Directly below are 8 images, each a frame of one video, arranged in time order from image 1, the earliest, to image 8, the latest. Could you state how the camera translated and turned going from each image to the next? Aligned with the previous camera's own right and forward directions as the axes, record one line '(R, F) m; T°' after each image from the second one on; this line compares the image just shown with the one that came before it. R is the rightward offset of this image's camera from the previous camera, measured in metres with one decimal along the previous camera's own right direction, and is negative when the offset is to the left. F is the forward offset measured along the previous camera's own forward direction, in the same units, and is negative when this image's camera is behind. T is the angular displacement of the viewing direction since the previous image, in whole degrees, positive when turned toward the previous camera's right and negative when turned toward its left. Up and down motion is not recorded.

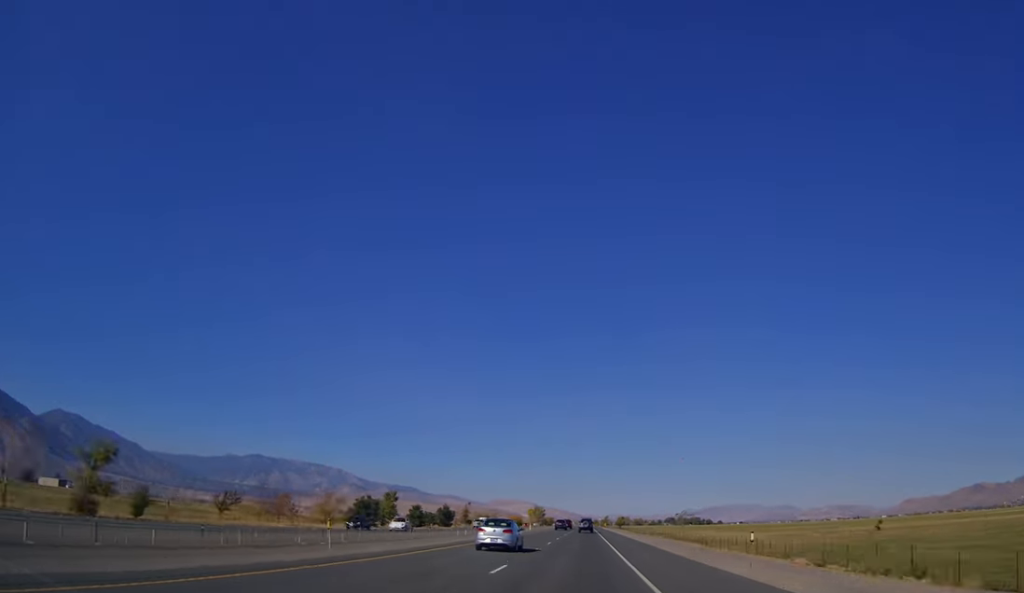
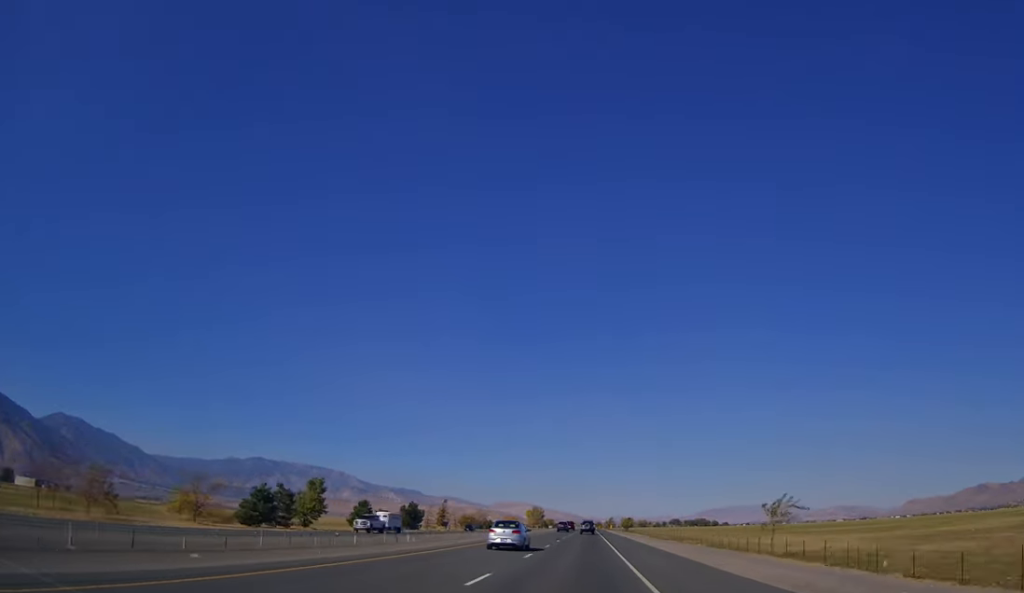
(0.0, +39.9) m; 0°
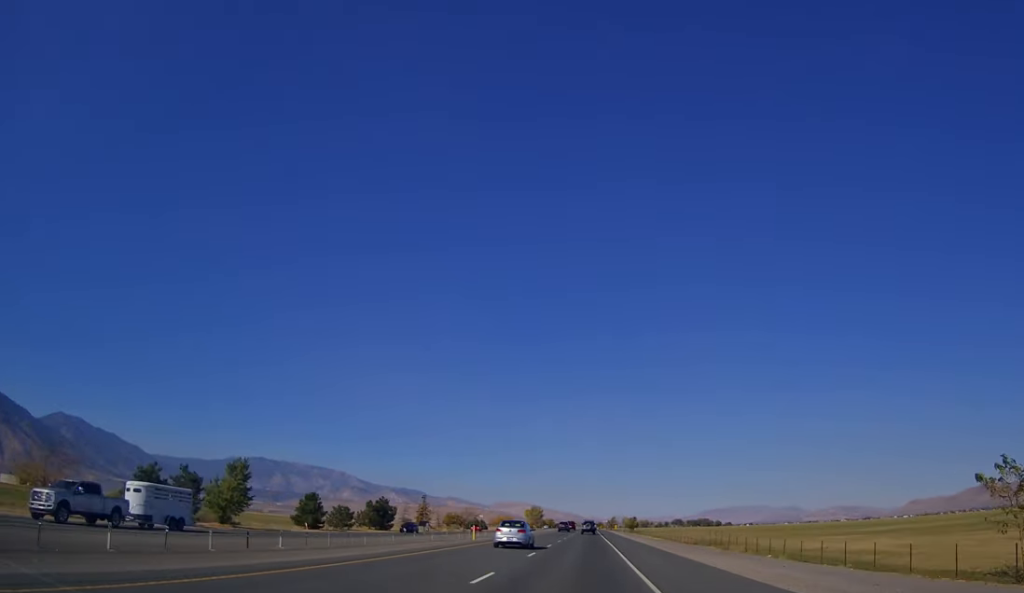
(0.0, +24.0) m; 0°
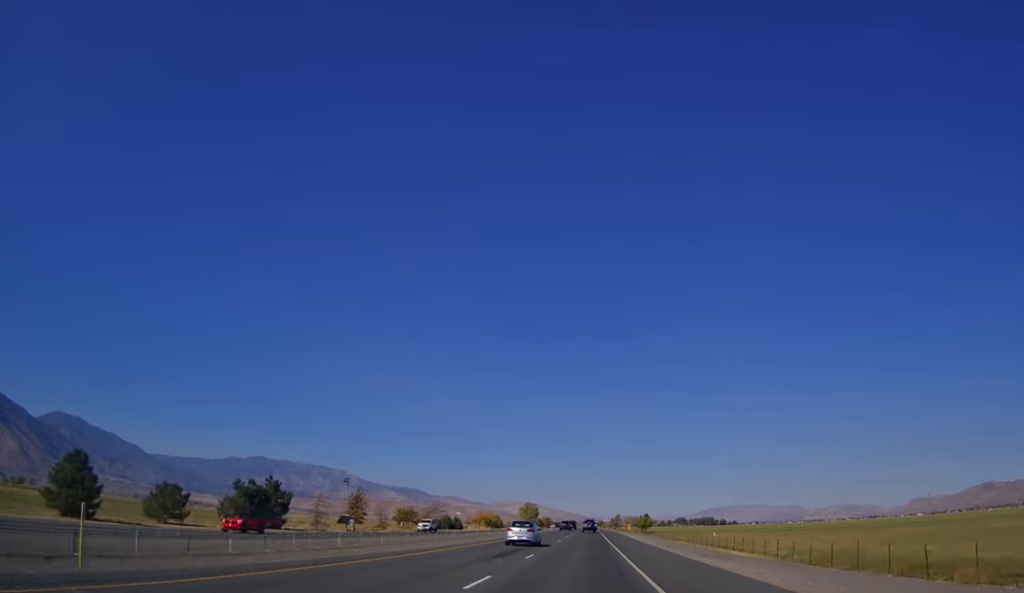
(0.0, +50.1) m; -1°
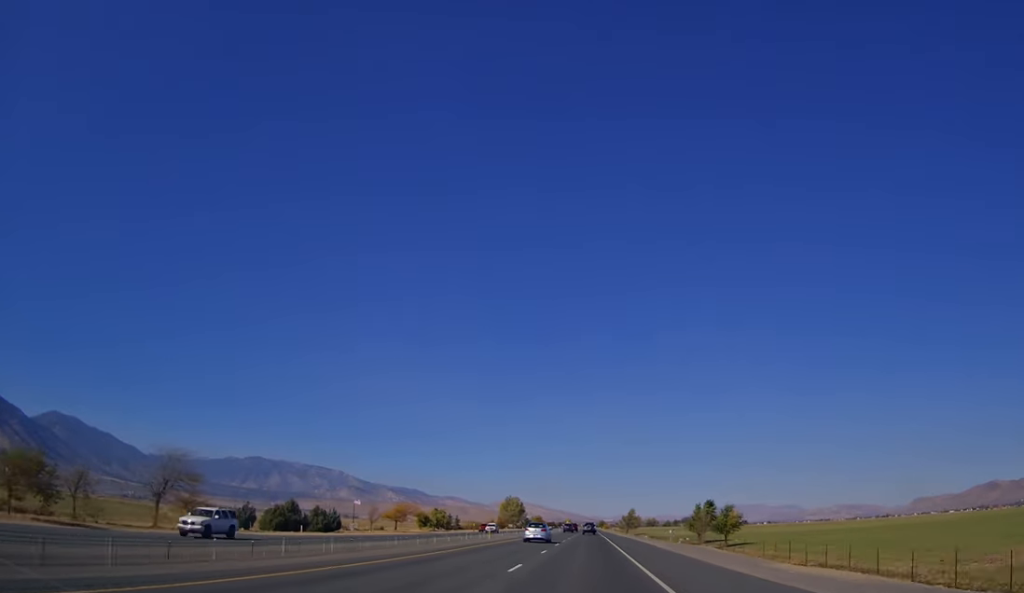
(-0.8, +104.8) m; 0°
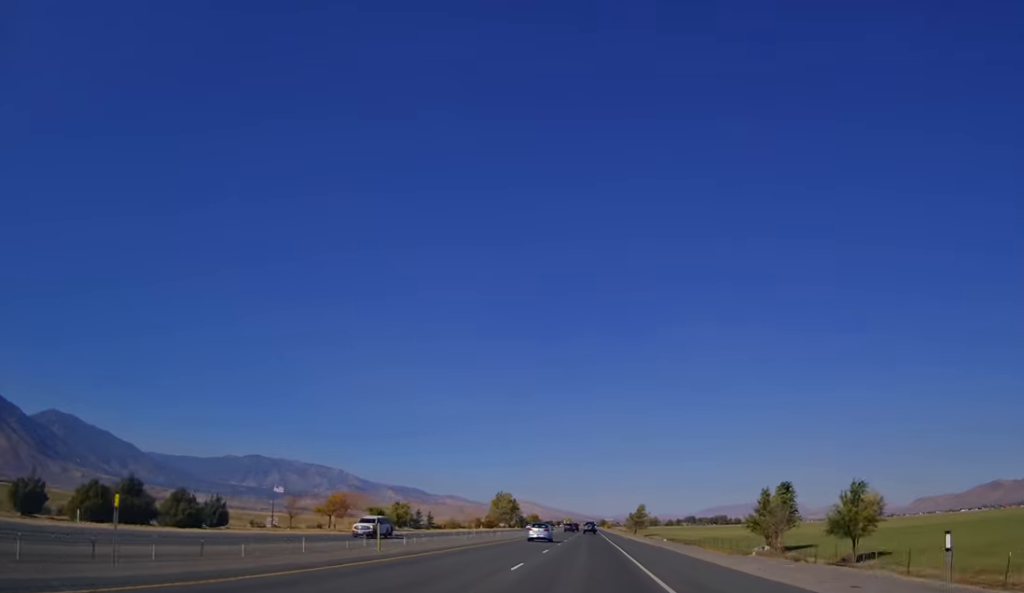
(+0.4, +36.3) m; 0°
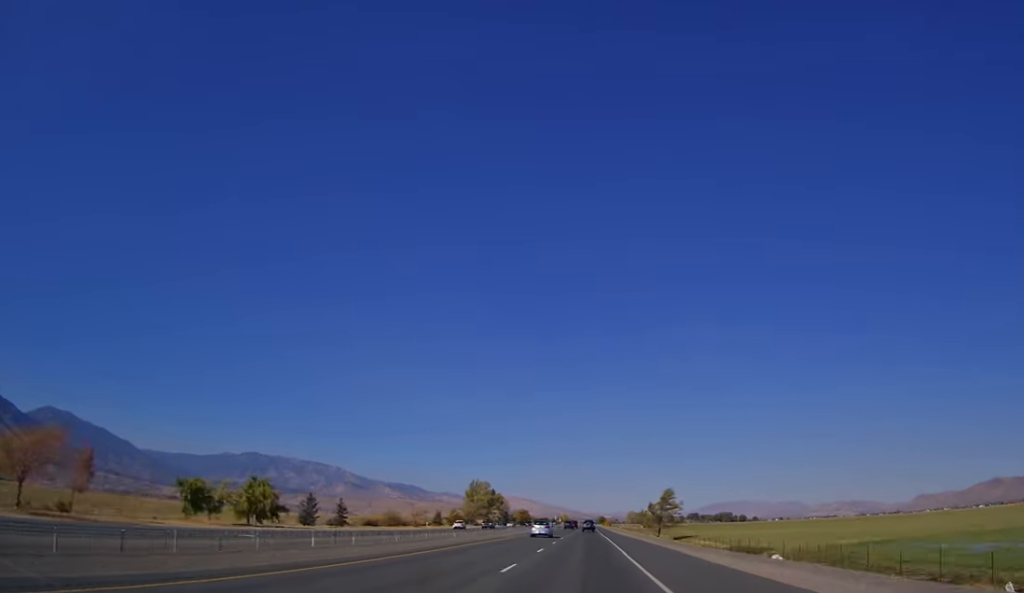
(-0.4, +62.6) m; 0°
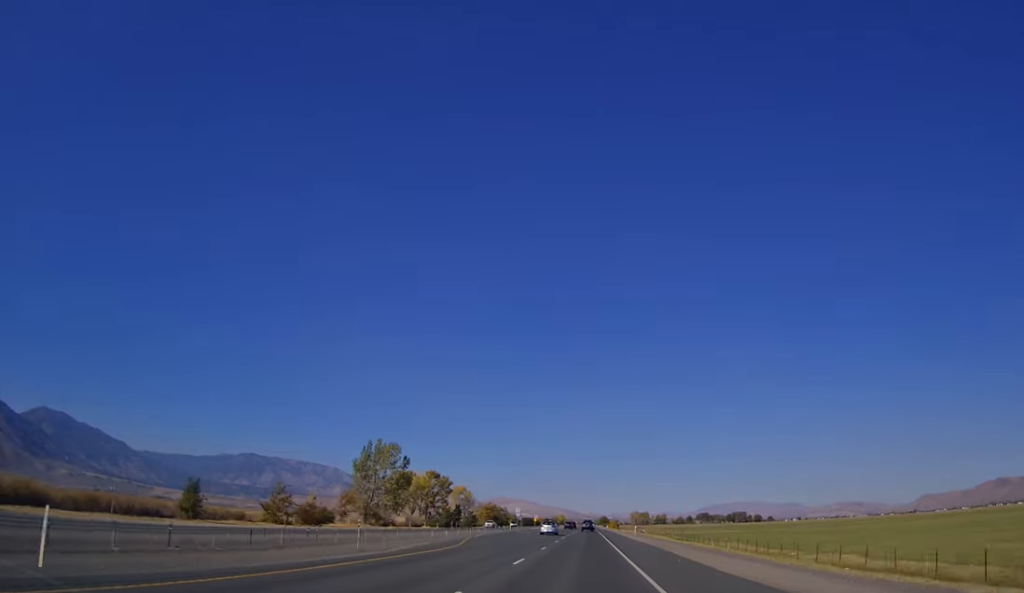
(+0.8, +118.5) m; 0°
